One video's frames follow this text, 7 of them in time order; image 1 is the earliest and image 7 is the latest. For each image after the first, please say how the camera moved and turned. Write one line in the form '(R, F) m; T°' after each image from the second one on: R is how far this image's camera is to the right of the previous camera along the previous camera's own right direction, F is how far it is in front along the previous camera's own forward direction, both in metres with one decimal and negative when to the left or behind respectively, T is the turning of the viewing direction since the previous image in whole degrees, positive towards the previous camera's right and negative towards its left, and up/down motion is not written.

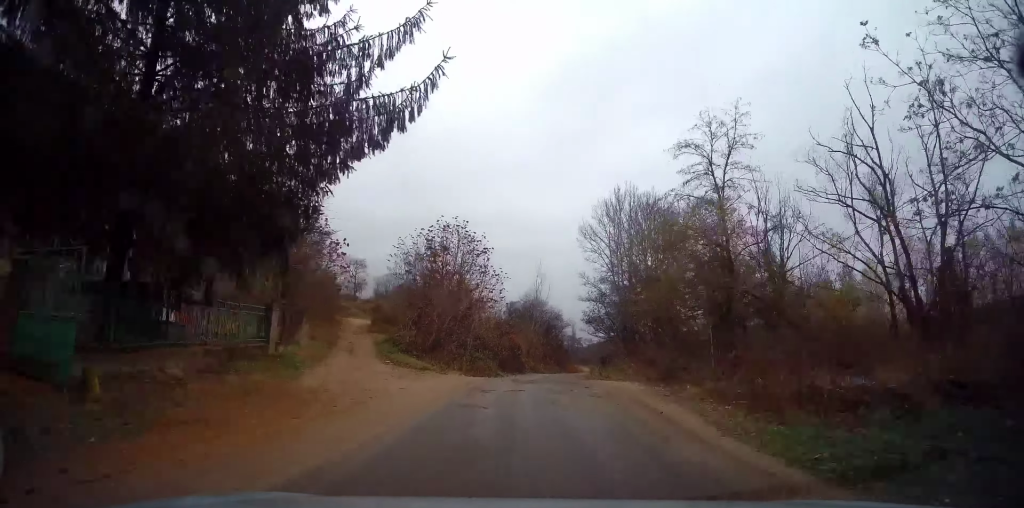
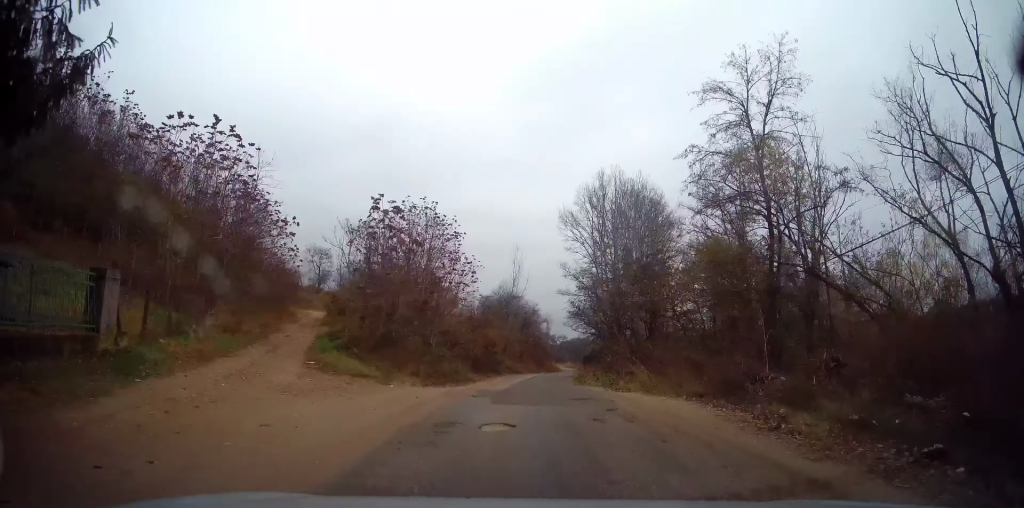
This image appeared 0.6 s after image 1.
(+0.1, +6.7) m; +1°
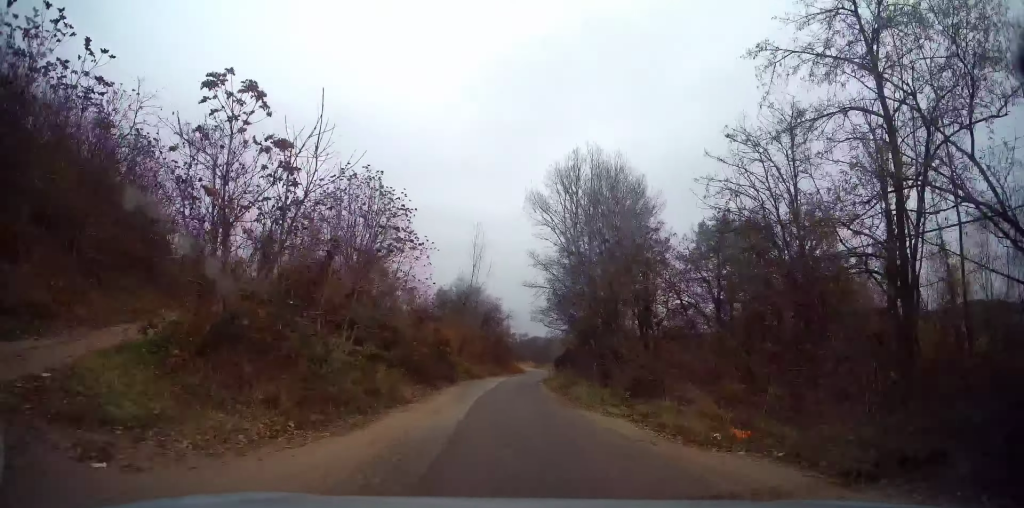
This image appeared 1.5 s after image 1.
(+0.2, +10.1) m; +3°
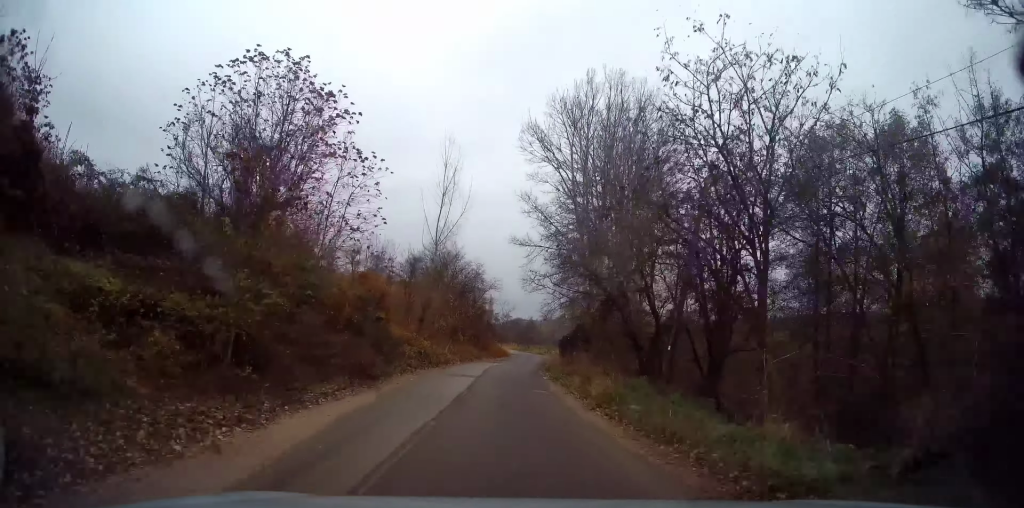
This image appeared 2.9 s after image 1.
(+1.0, +16.5) m; +5°
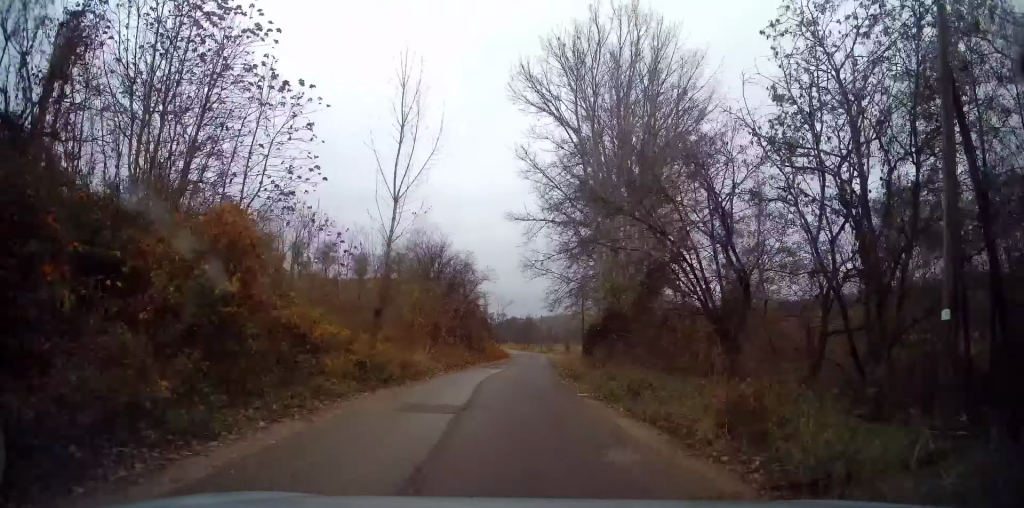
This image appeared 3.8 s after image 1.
(0.0, +10.3) m; 0°
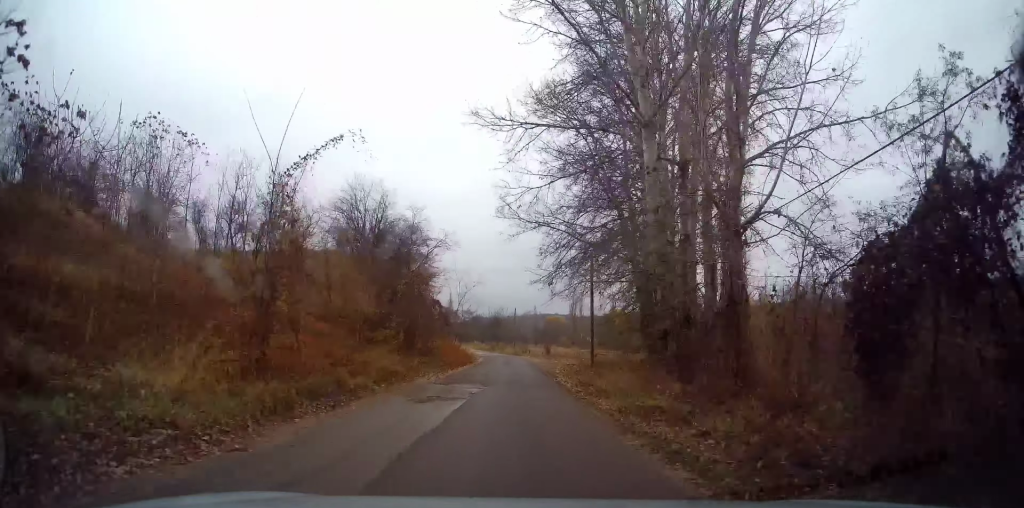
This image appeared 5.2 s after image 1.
(+0.1, +18.7) m; +3°
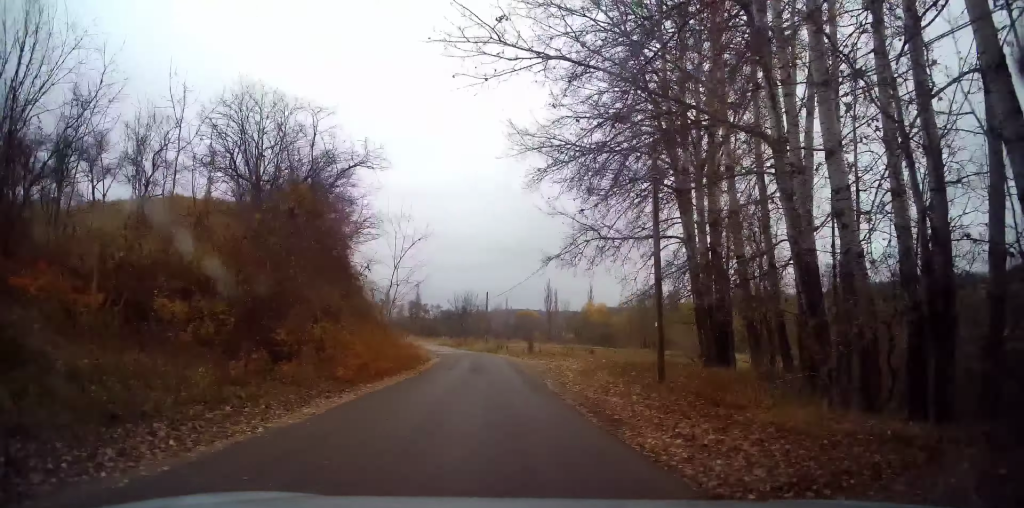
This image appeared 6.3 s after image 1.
(+0.6, +17.2) m; +3°
